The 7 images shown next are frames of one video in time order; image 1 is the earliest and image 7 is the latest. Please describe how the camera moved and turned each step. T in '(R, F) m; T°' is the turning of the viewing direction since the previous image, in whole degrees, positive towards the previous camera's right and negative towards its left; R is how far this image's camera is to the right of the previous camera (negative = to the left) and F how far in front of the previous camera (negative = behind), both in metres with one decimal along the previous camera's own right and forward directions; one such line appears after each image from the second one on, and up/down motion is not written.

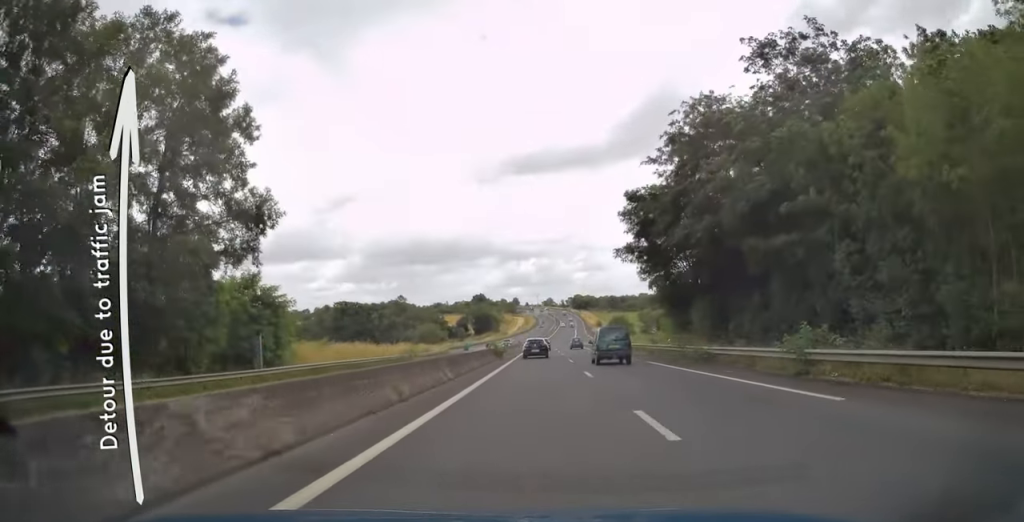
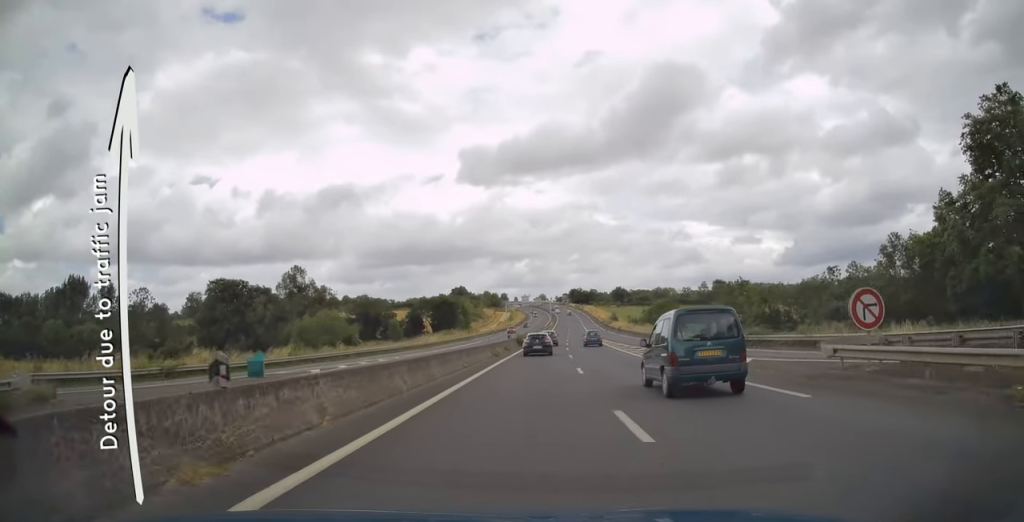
(+0.7, +80.1) m; +1°
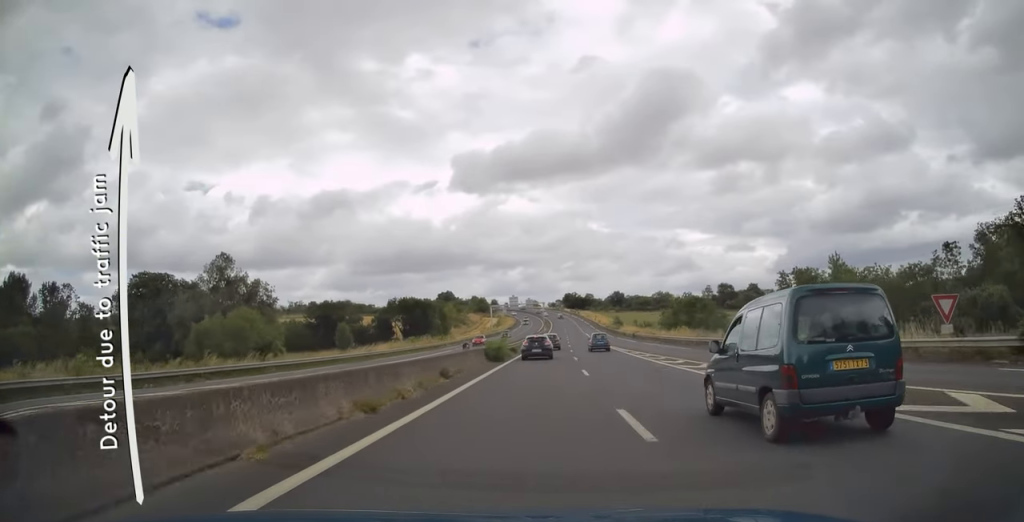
(+0.1, +26.7) m; +1°
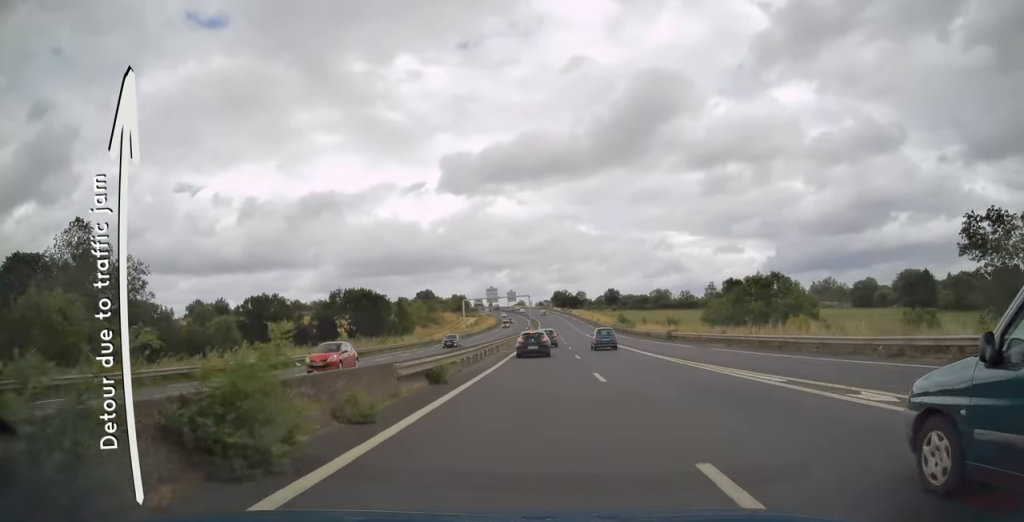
(+0.4, +31.5) m; +1°
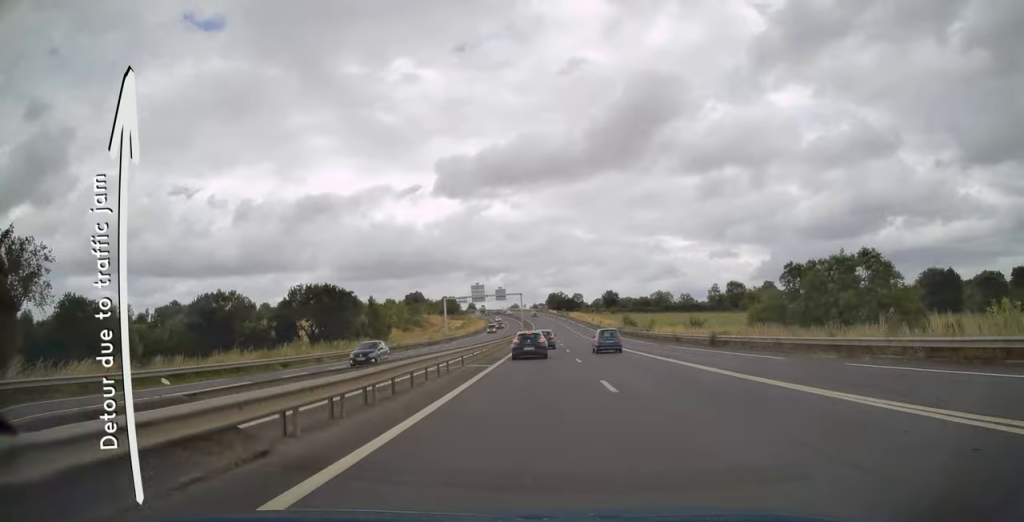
(+0.1, +16.3) m; 0°
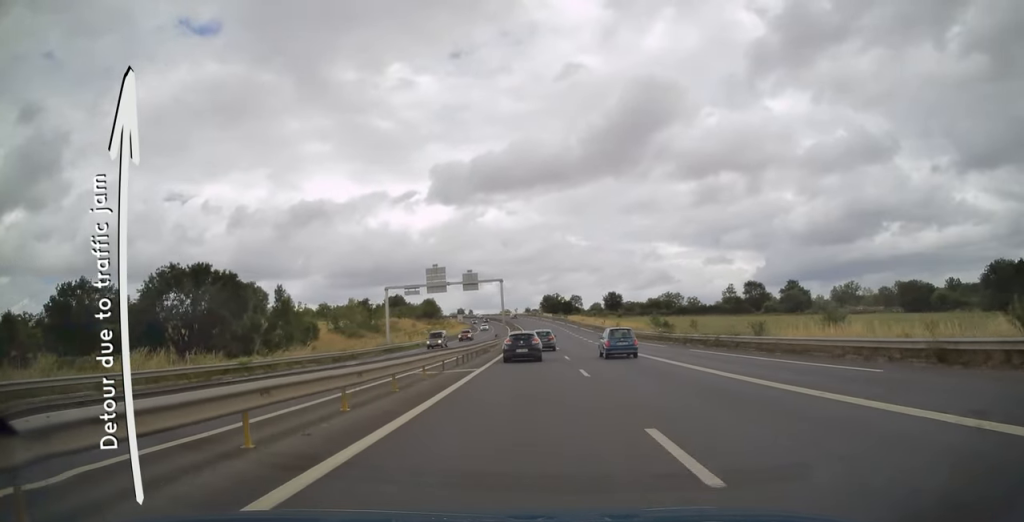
(+0.2, +35.0) m; +1°
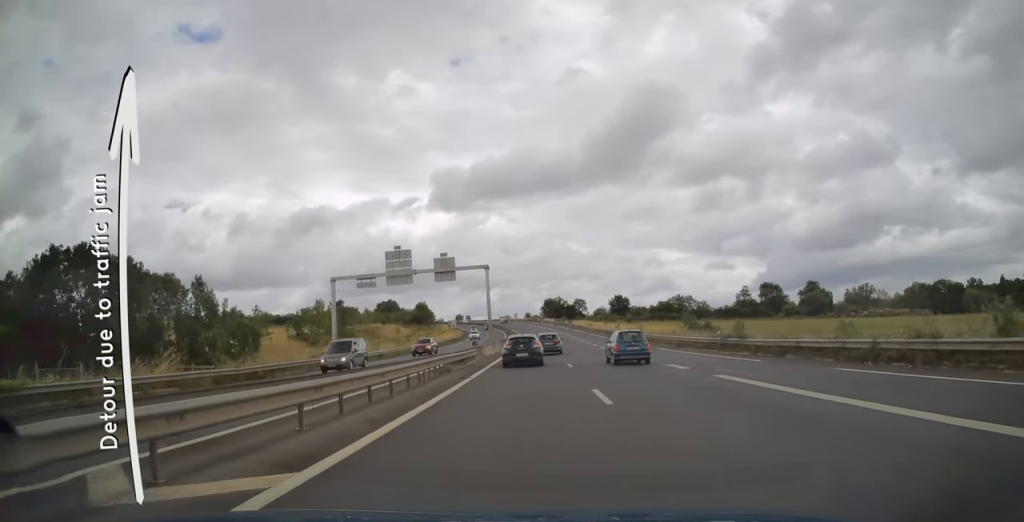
(+0.1, +17.8) m; 0°
